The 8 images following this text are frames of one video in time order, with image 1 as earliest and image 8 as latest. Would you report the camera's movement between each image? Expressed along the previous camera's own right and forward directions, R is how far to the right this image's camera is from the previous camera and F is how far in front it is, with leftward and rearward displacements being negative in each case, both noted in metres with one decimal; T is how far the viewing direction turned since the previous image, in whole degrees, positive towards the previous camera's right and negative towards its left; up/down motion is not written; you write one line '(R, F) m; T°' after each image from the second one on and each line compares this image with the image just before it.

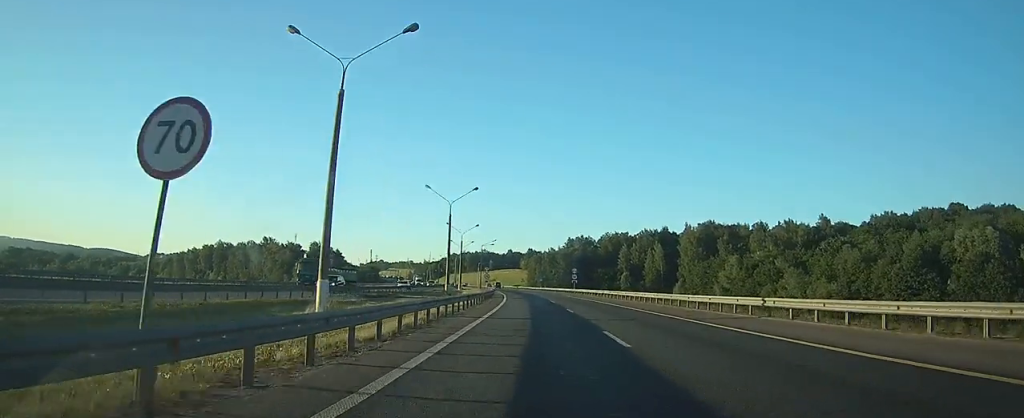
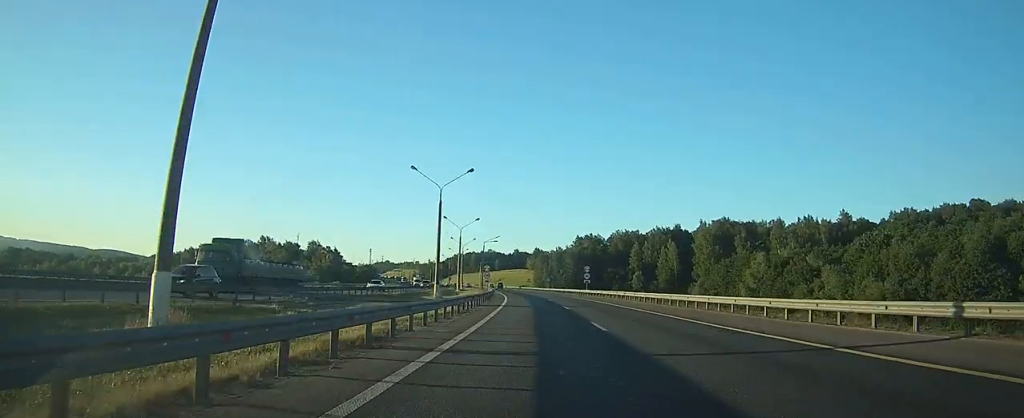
(0.0, +11.5) m; -1°
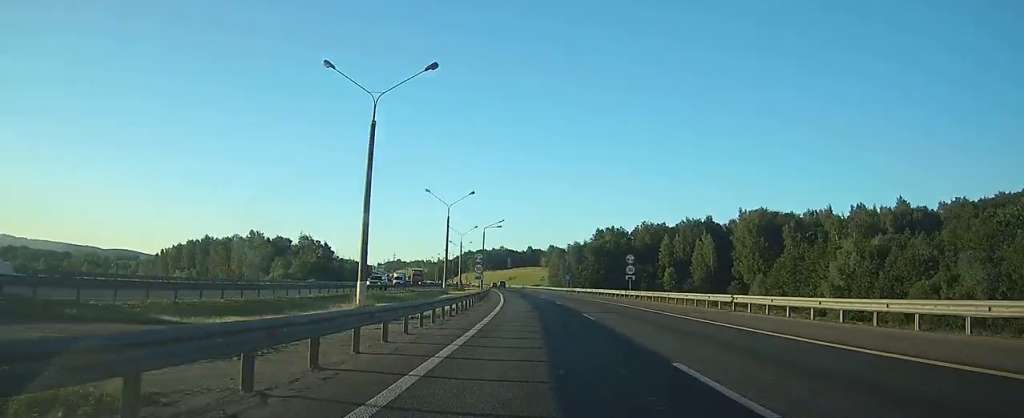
(-0.5, +28.2) m; -2°
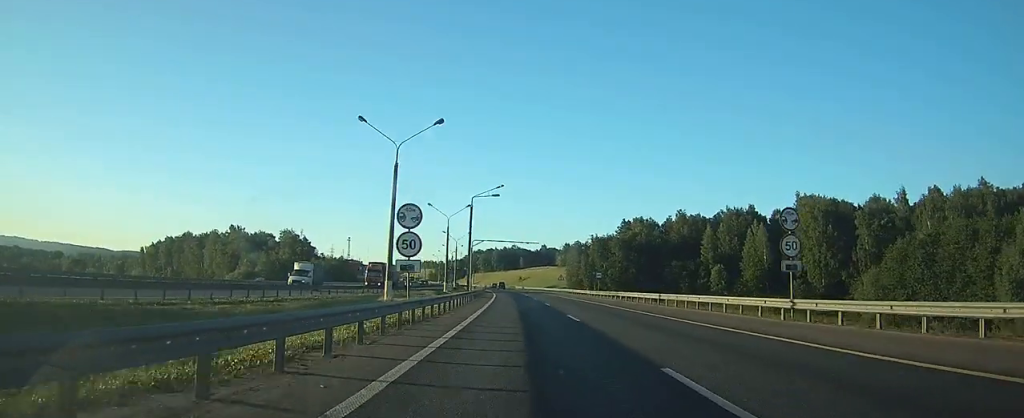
(-0.5, +33.5) m; -2°
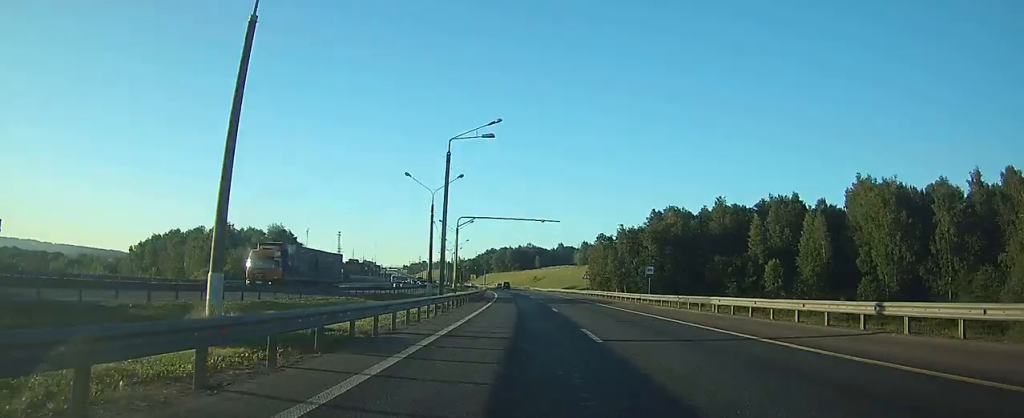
(-0.3, +24.2) m; -1°
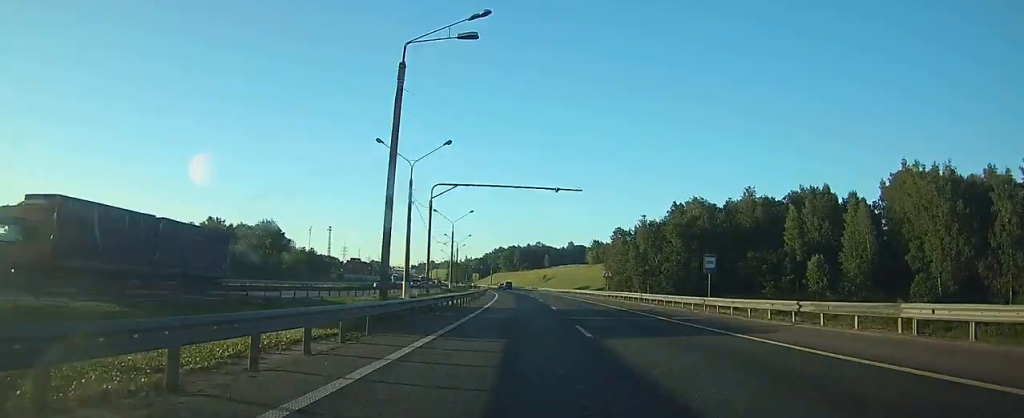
(-0.1, +14.8) m; -1°
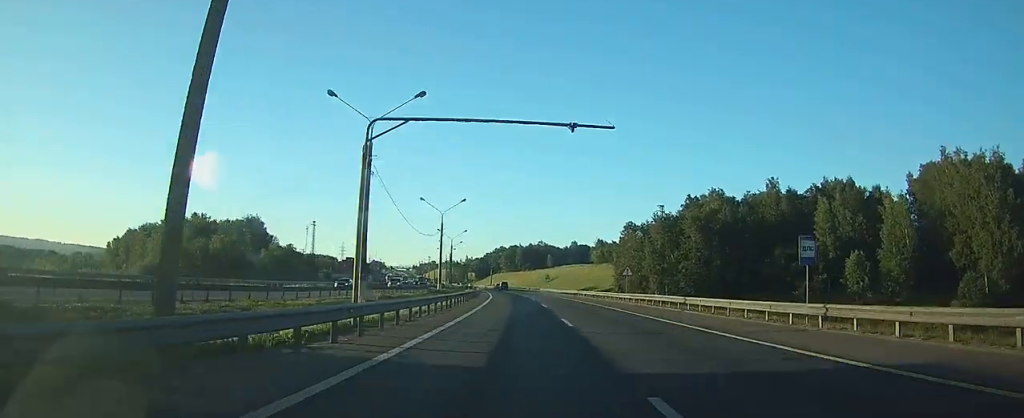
(-0.1, +12.3) m; -1°
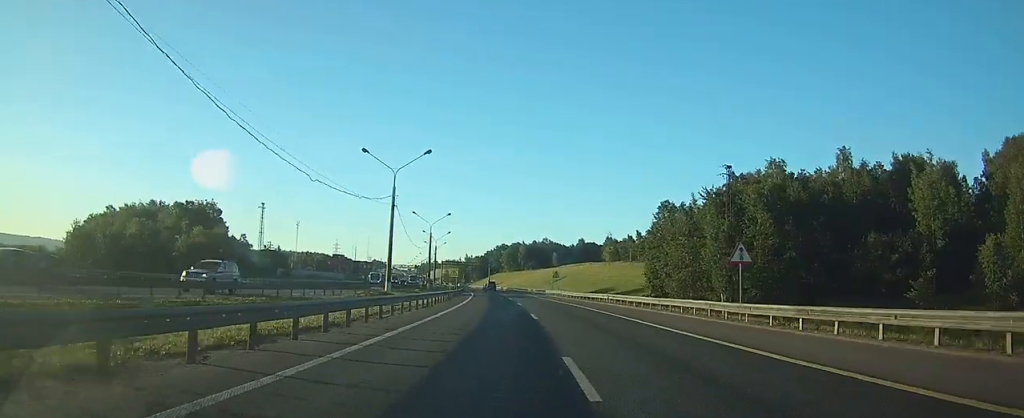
(-0.3, +28.6) m; -1°
